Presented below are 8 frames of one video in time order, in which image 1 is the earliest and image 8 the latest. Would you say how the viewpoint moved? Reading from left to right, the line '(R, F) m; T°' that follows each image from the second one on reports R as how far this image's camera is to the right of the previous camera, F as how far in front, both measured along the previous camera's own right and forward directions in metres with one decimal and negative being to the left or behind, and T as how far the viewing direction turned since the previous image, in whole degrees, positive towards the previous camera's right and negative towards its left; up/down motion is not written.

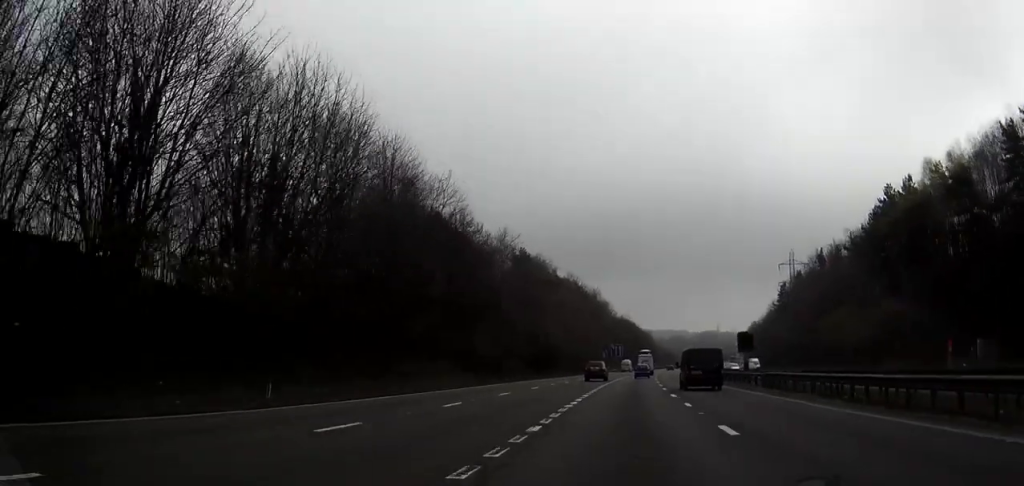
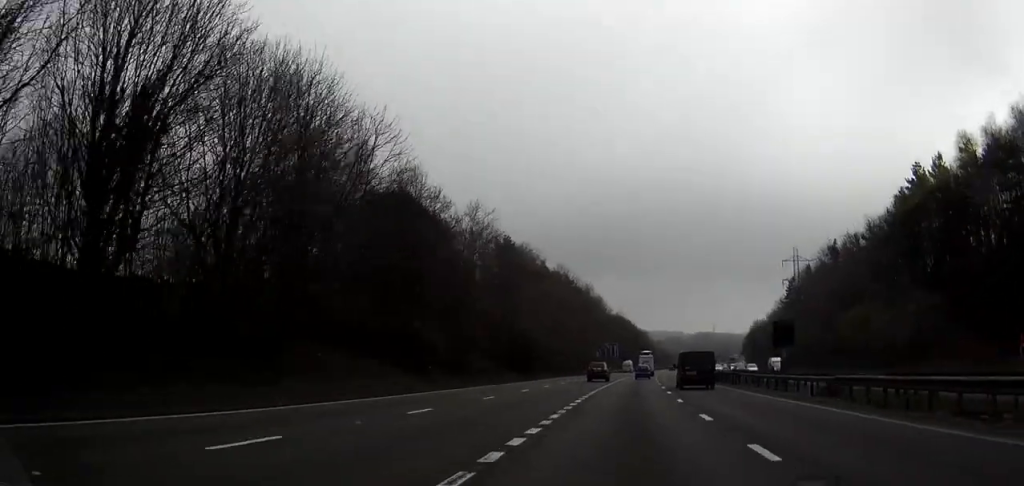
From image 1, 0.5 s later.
(+0.1, +12.6) m; 0°
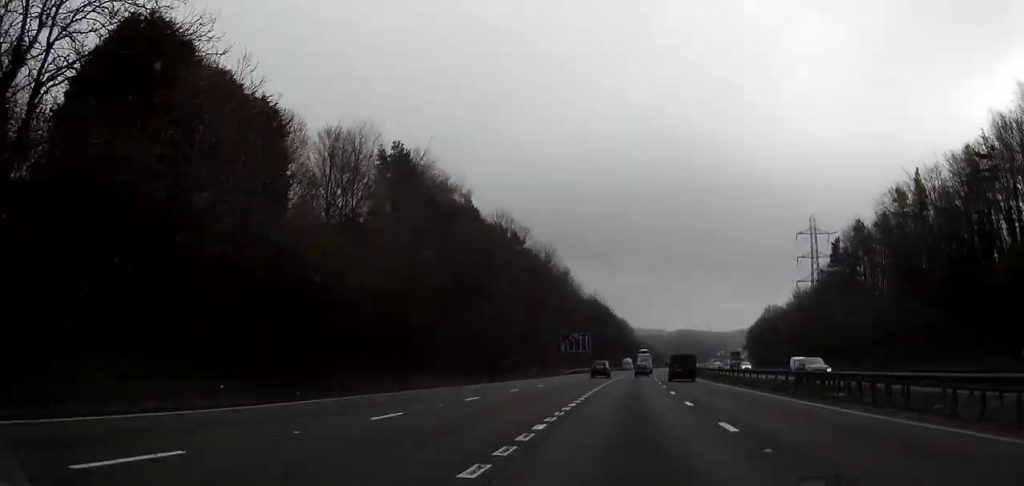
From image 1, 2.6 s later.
(+1.0, +47.7) m; +3°
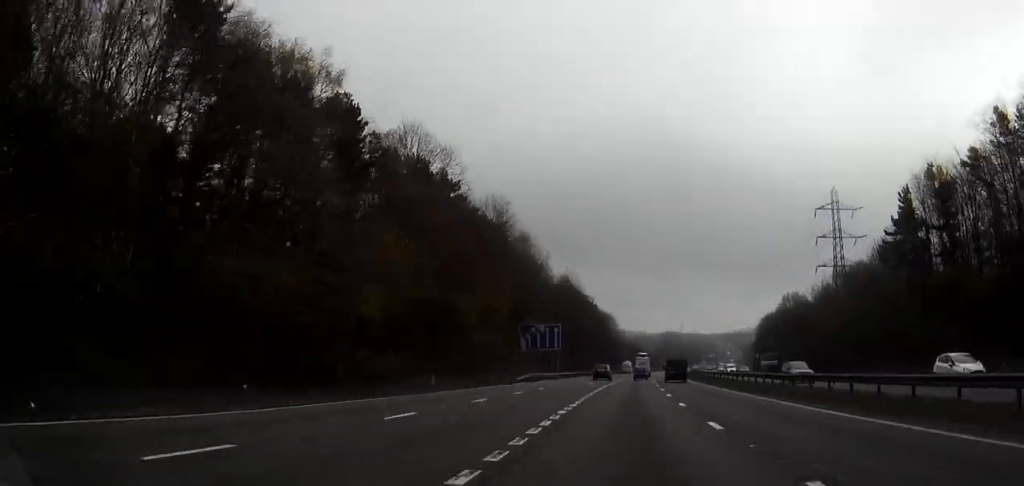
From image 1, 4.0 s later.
(+0.5, +34.1) m; +1°
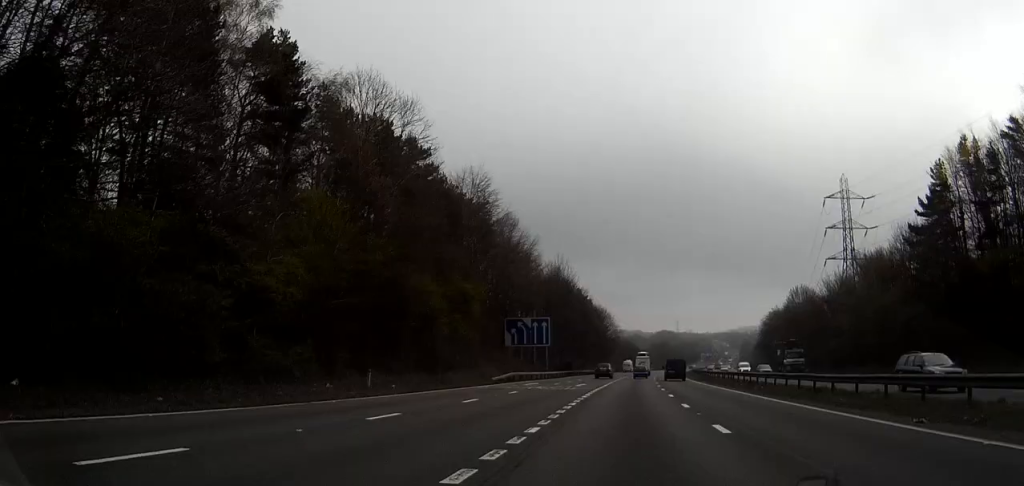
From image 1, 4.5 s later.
(+0.1, +10.1) m; 0°
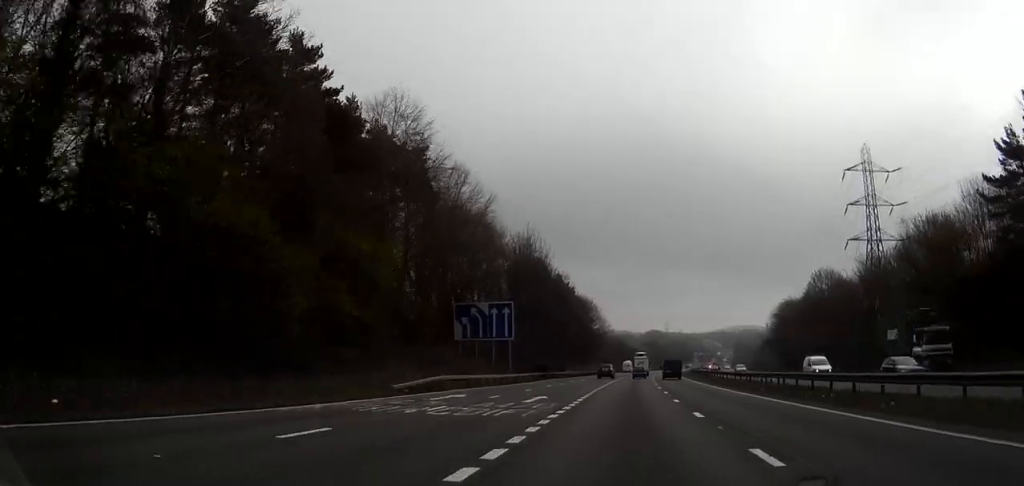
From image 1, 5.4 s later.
(+0.2, +21.9) m; +1°
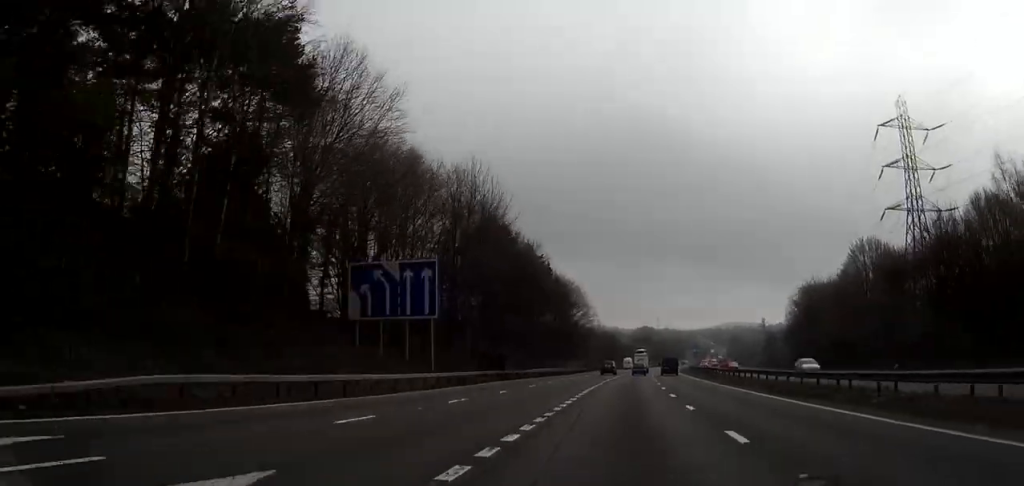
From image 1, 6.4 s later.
(+0.3, +24.3) m; +1°
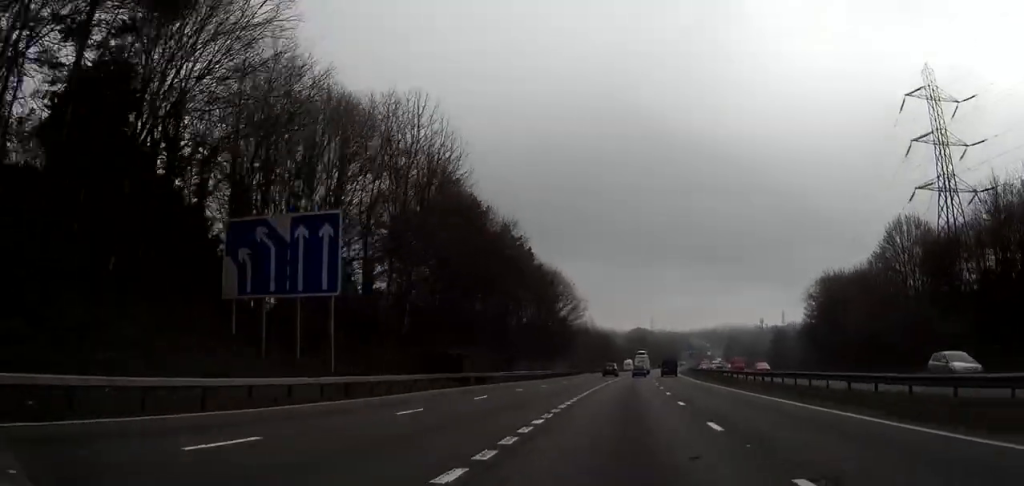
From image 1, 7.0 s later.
(+0.1, +14.1) m; 0°
